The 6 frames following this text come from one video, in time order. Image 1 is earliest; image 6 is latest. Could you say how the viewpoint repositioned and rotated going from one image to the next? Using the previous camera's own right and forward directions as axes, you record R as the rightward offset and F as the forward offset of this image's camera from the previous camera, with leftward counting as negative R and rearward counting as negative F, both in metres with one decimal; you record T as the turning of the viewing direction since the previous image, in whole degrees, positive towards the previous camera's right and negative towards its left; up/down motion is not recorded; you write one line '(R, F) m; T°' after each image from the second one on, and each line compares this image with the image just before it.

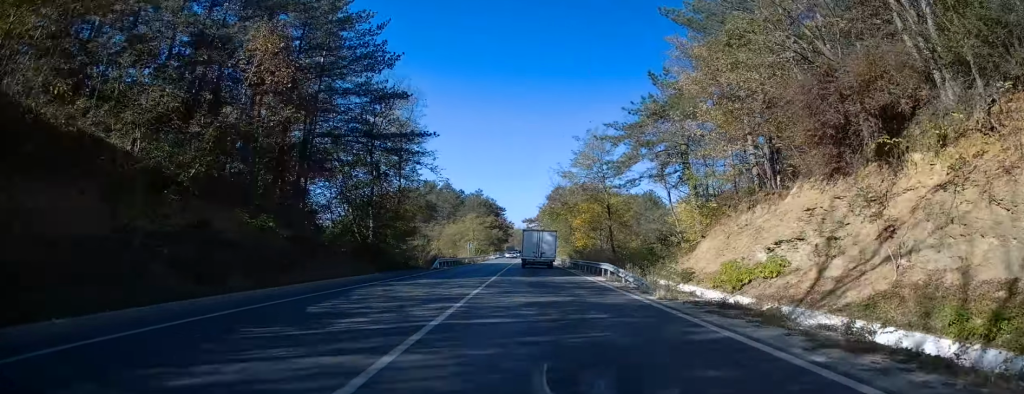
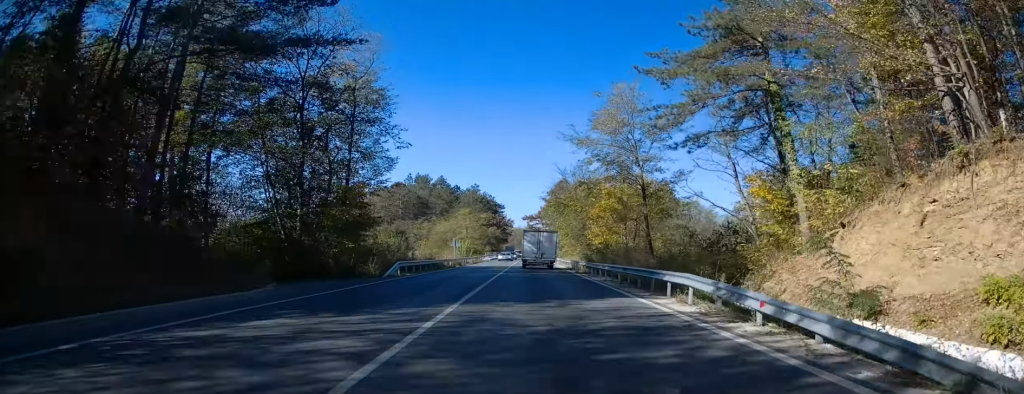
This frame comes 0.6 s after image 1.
(-0.1, +12.6) m; +1°
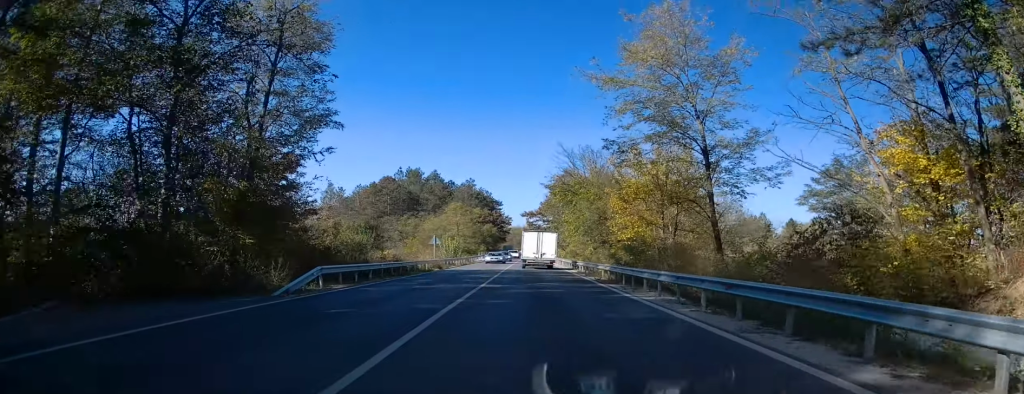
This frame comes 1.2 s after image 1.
(+0.2, +11.9) m; 0°
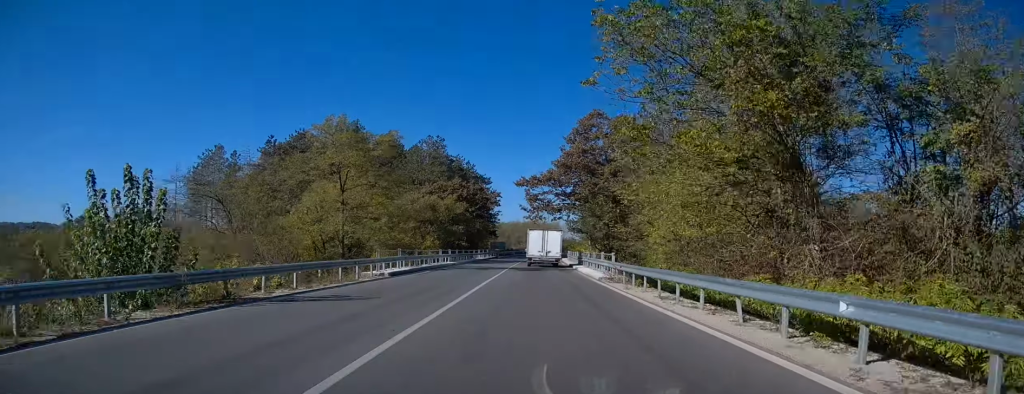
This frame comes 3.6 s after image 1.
(-0.6, +51.7) m; -1°
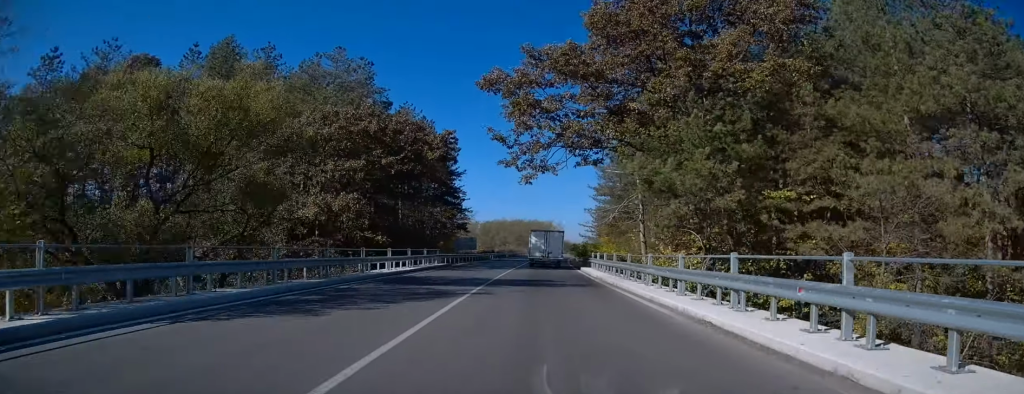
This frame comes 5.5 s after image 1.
(0.0, +38.5) m; +1°
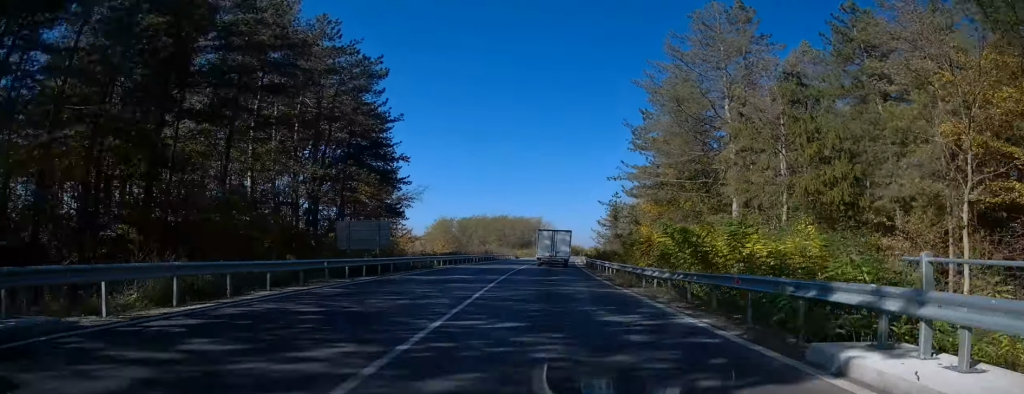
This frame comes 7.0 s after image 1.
(+0.5, +32.5) m; +1°
